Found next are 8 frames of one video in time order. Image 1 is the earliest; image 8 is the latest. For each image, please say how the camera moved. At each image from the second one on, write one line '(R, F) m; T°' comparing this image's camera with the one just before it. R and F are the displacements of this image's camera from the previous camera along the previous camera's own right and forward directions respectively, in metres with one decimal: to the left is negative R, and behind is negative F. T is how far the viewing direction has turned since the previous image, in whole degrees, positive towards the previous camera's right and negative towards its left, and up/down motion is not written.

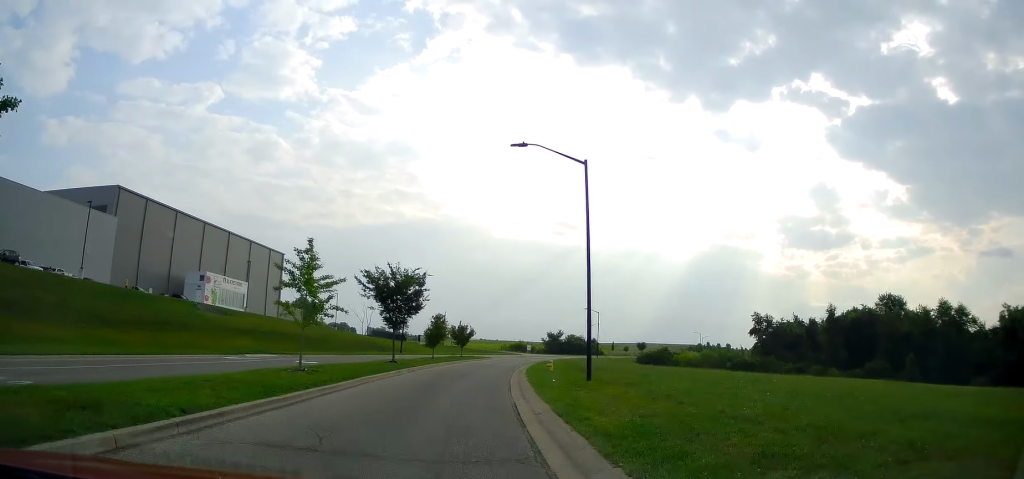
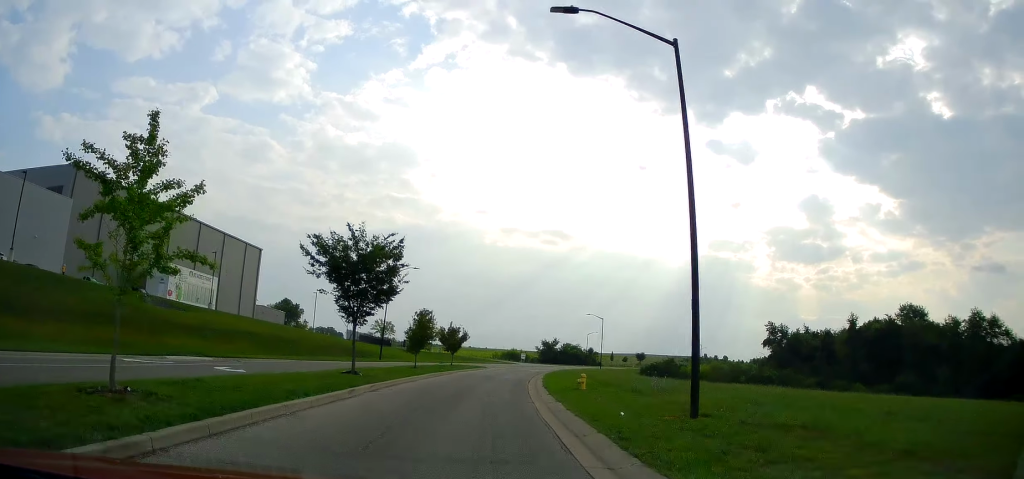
(-1.1, +9.2) m; -7°
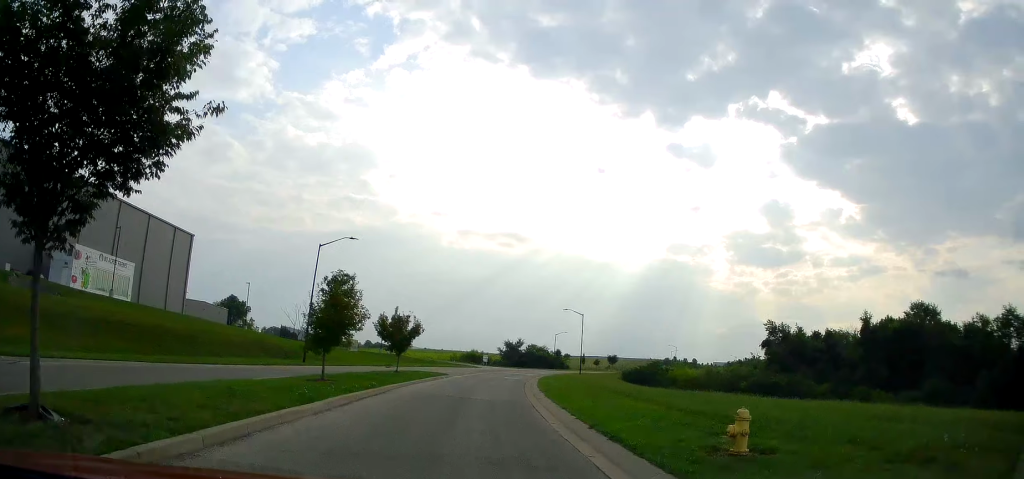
(-0.7, +13.8) m; -9°
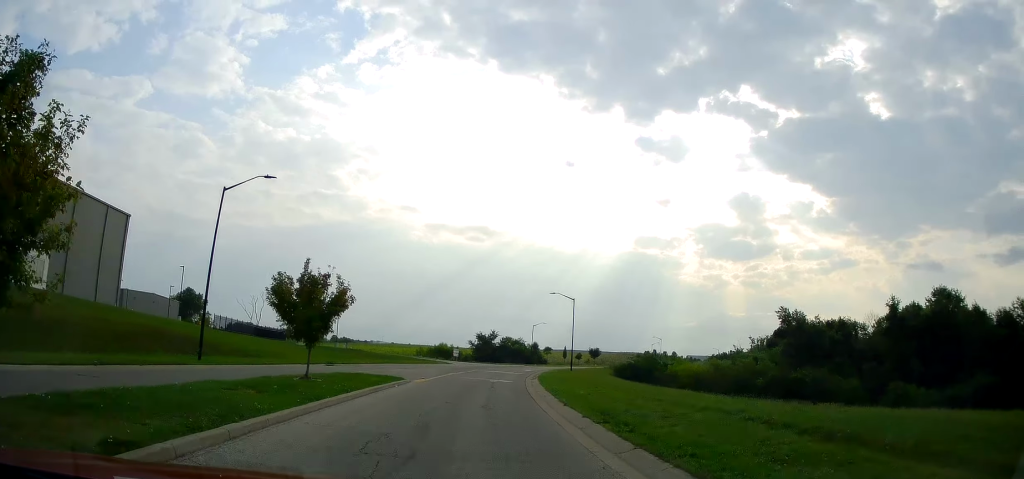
(-1.1, +12.6) m; -5°
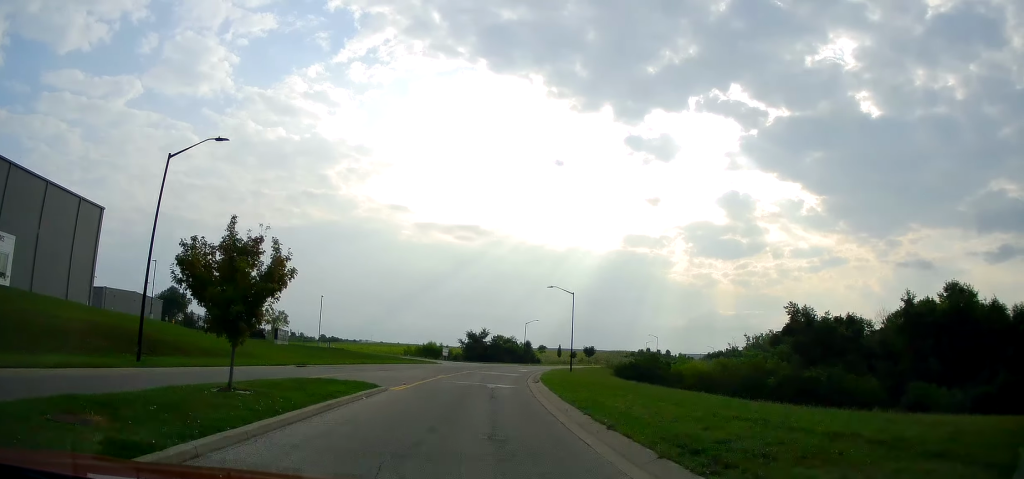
(0.0, +5.1) m; 0°
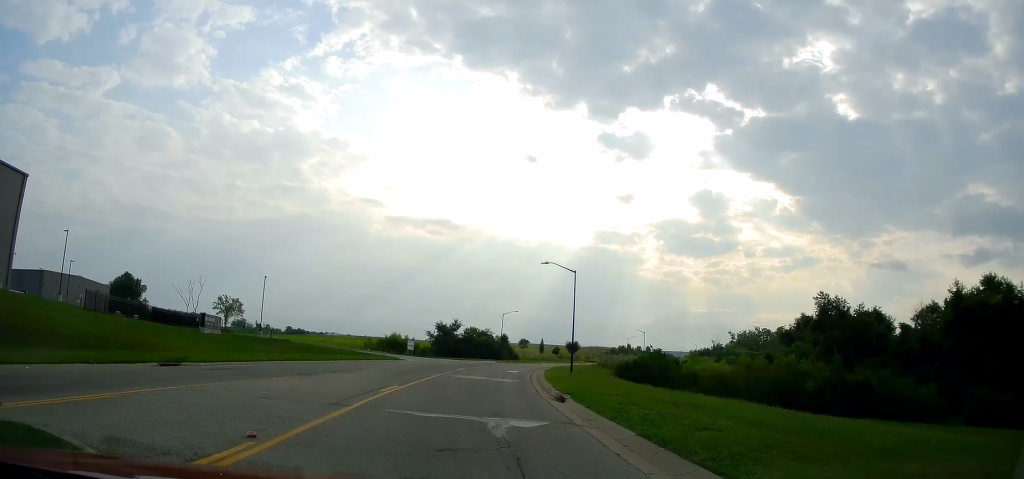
(-0.1, +14.1) m; +3°
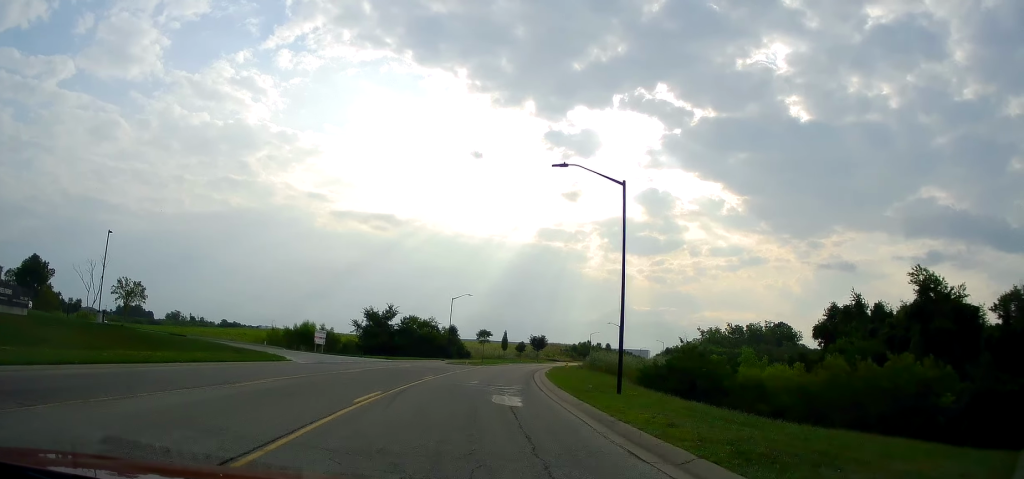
(+2.1, +26.6) m; +8°
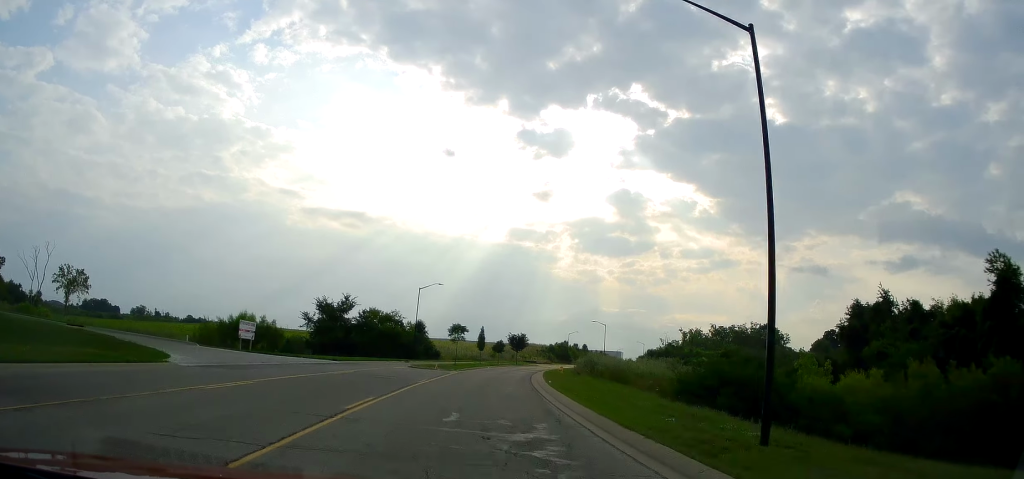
(+0.2, +13.1) m; +4°
